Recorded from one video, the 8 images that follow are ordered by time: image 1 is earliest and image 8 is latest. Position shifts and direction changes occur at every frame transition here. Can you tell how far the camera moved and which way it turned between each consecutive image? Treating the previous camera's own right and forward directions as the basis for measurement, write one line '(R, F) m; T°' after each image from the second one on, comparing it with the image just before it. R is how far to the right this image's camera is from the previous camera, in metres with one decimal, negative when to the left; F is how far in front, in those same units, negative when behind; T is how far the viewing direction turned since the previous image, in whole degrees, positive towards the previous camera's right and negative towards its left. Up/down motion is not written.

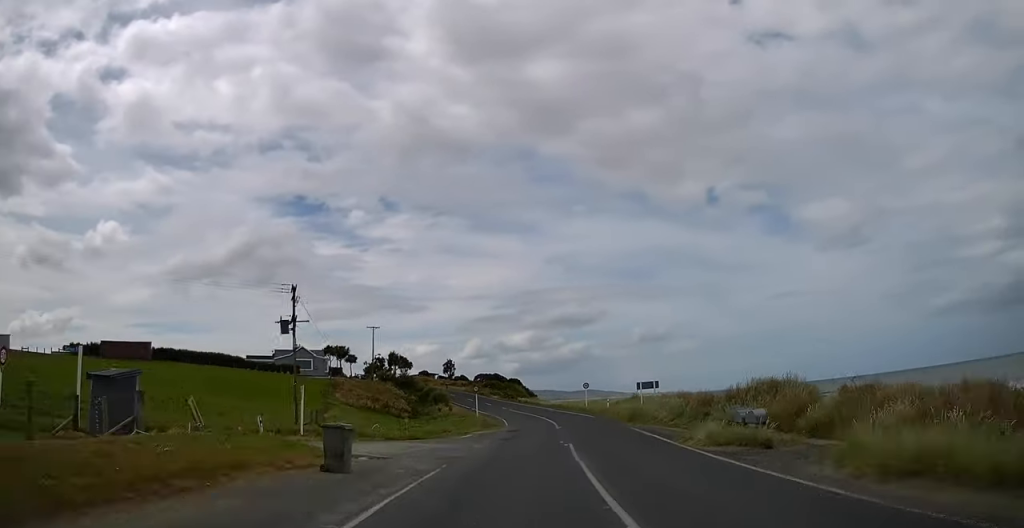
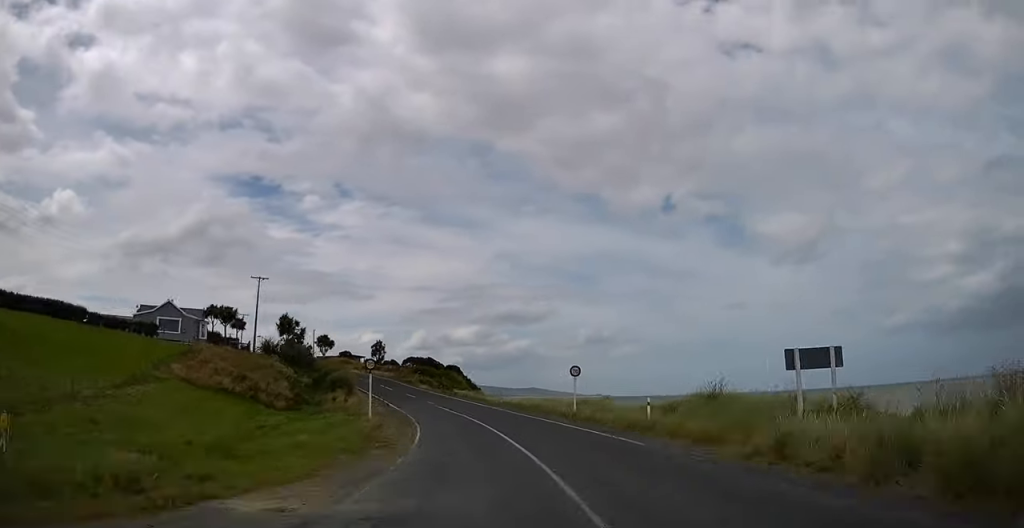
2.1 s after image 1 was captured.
(+2.4, +29.6) m; +2°
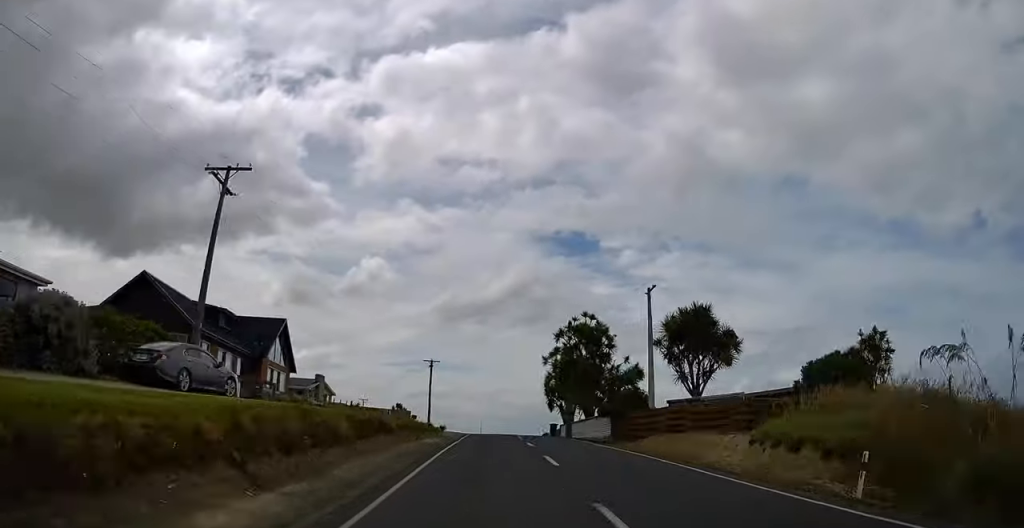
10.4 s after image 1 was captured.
(-20.1, +117.1) m; -18°
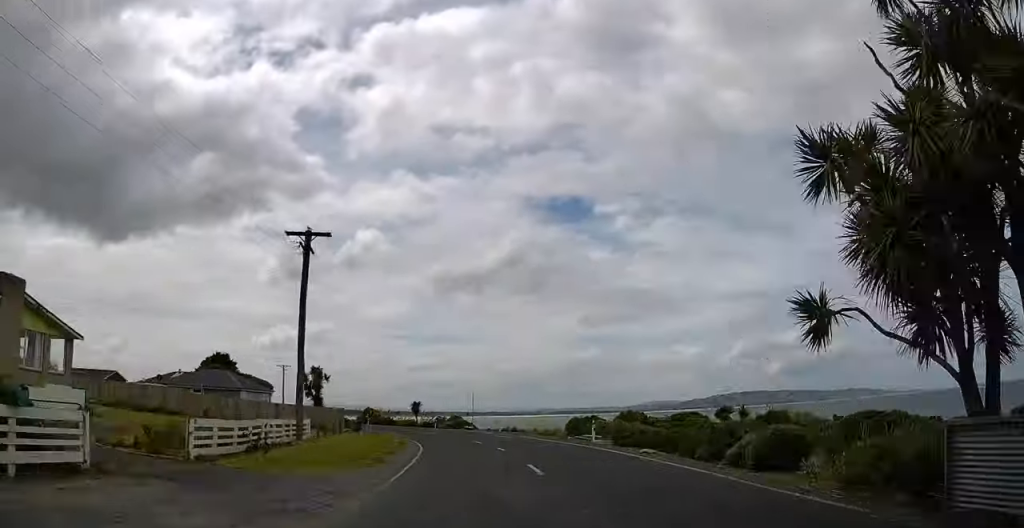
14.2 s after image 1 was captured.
(-0.2, +50.8) m; -8°
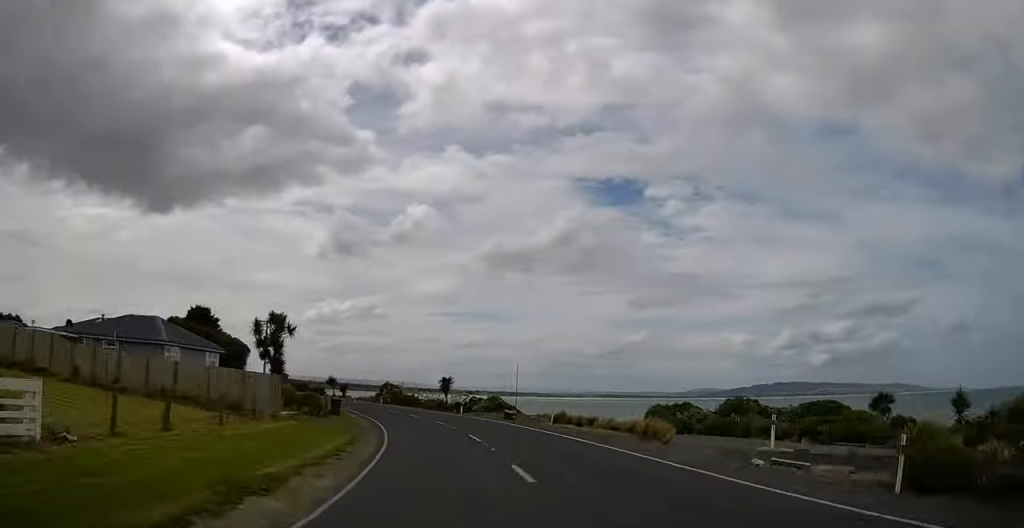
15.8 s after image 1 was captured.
(-3.0, +22.1) m; -6°
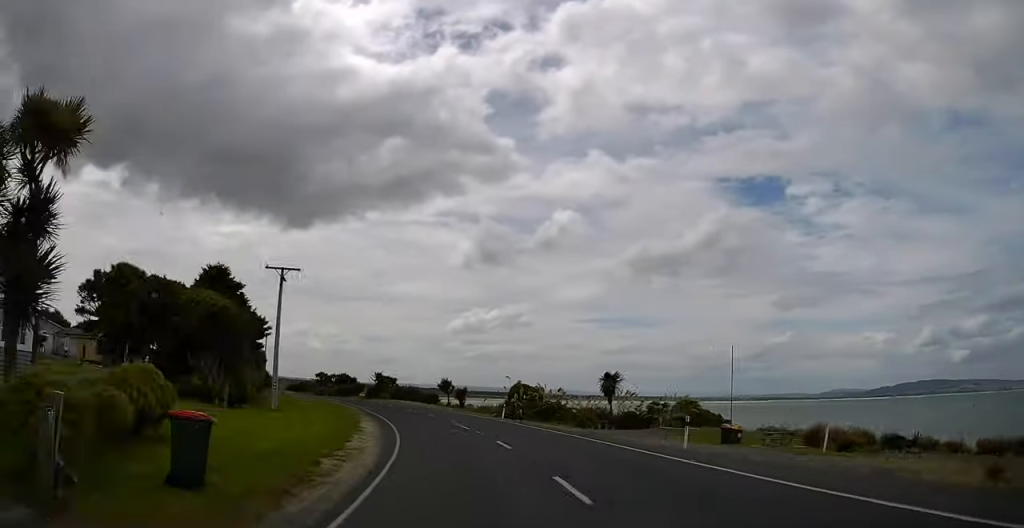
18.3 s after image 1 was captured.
(-1.0, +33.5) m; -10°
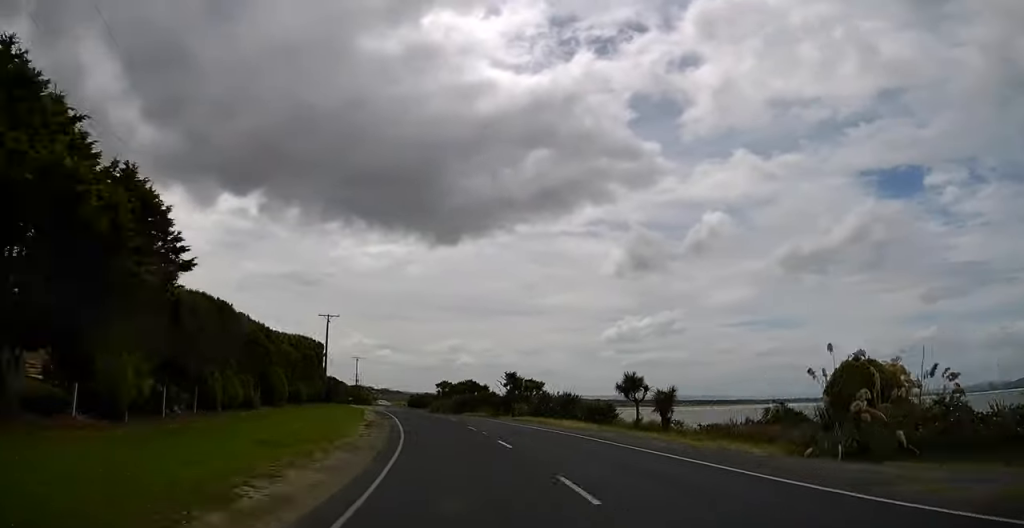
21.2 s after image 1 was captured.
(-5.4, +39.7) m; -9°
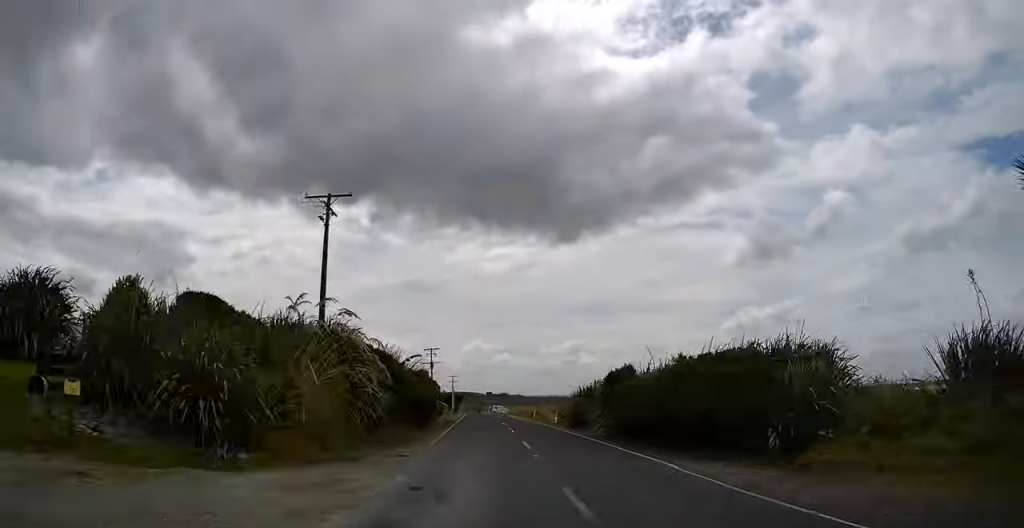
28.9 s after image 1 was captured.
(-12.6, +109.1) m; -9°
